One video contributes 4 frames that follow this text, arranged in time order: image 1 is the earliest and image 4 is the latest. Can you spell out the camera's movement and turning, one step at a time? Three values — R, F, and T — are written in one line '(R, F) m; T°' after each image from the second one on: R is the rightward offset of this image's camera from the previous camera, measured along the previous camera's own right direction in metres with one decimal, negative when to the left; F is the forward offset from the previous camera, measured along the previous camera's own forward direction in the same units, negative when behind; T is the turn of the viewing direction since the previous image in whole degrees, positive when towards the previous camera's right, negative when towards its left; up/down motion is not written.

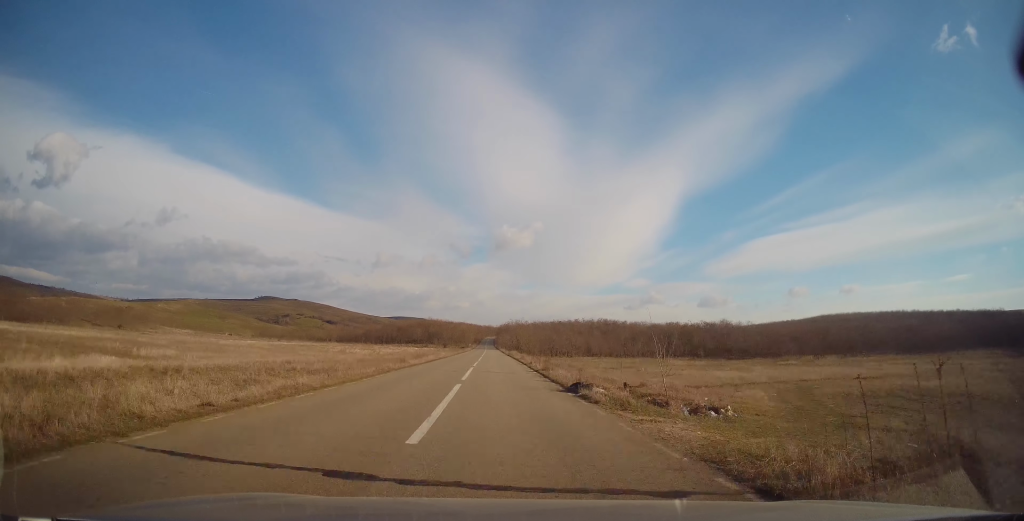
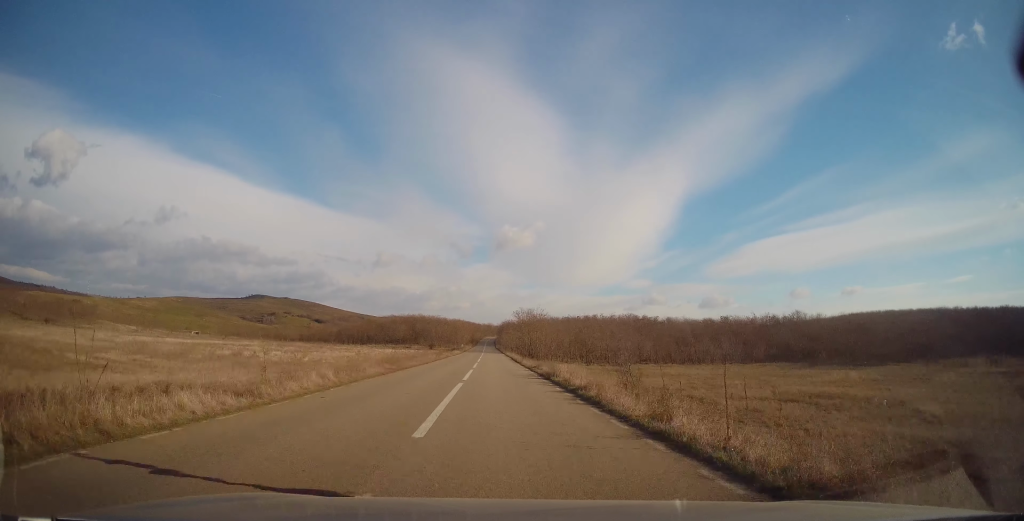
(-0.3, +47.4) m; 0°
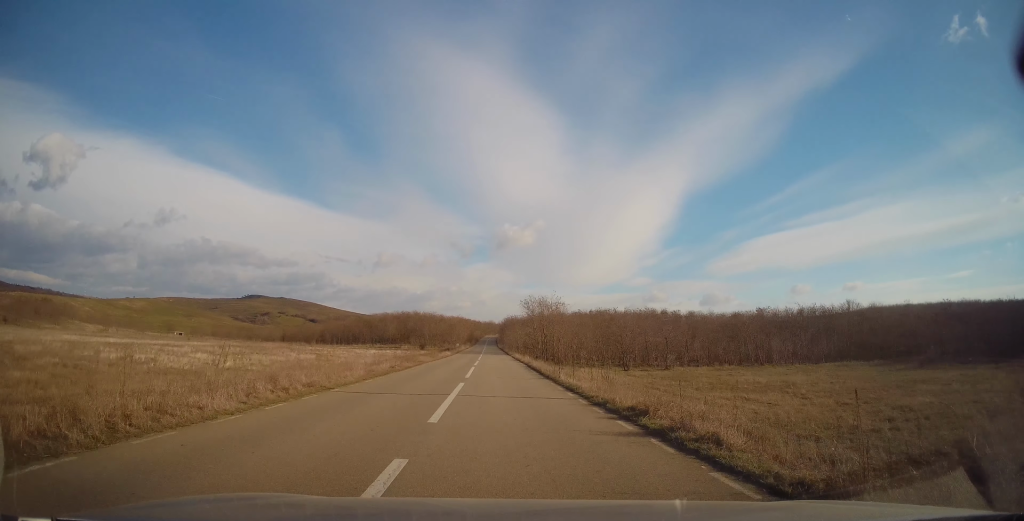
(0.0, +22.2) m; 0°
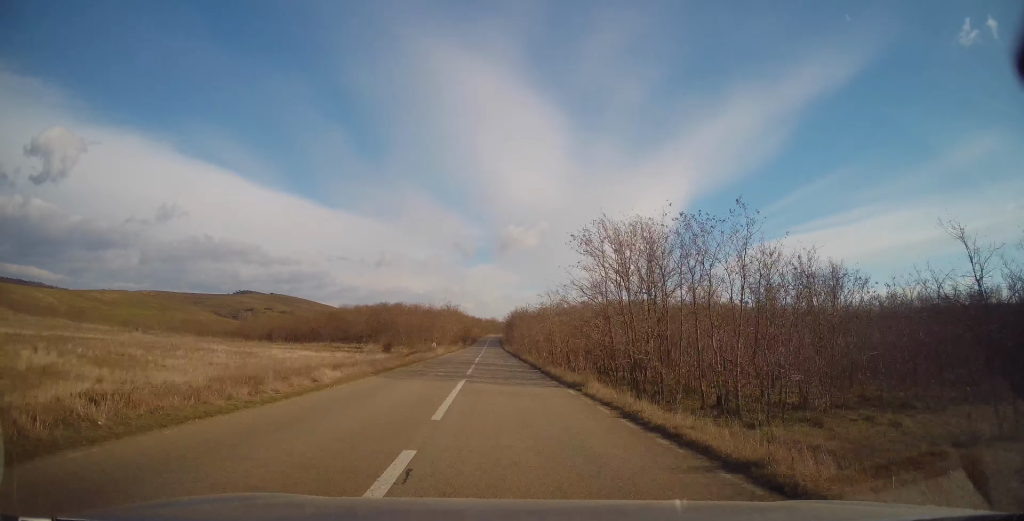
(-0.5, +47.4) m; +1°
